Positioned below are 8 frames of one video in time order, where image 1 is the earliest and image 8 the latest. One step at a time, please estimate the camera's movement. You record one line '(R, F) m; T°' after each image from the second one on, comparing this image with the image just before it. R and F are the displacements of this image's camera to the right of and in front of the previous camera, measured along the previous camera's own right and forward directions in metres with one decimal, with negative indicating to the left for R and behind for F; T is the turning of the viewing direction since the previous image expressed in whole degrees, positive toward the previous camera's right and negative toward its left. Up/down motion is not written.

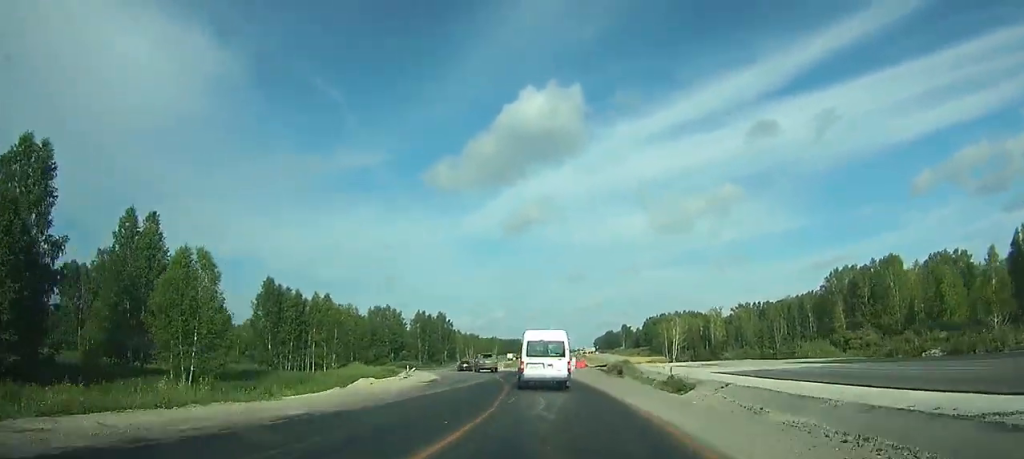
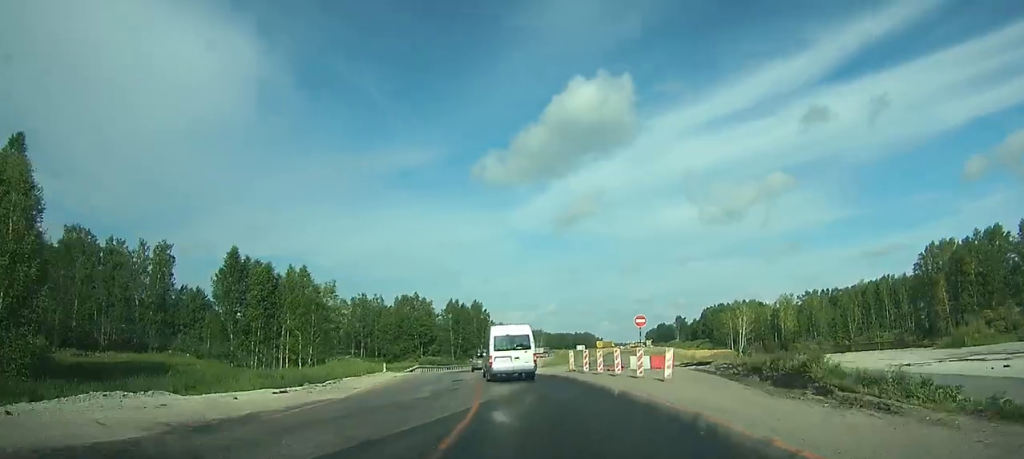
(-1.2, +24.5) m; -4°
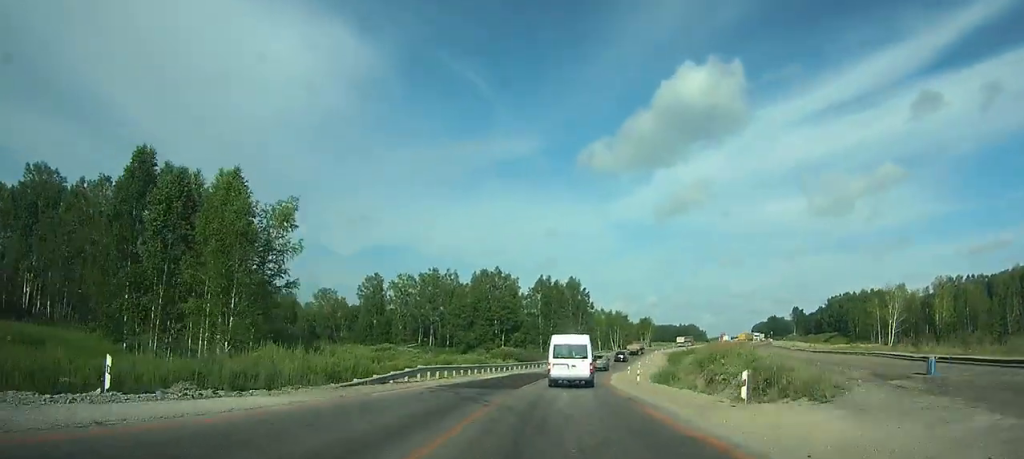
(-1.1, +37.9) m; -2°
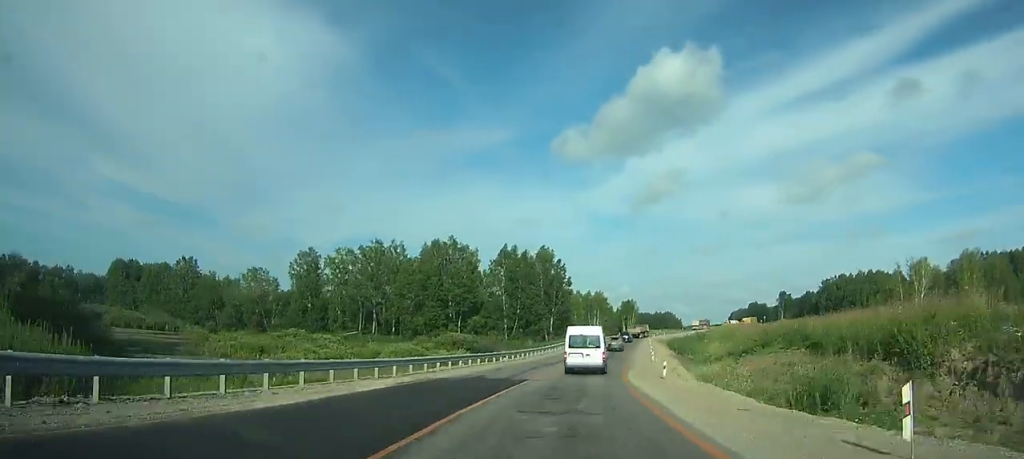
(-0.1, +29.1) m; +2°
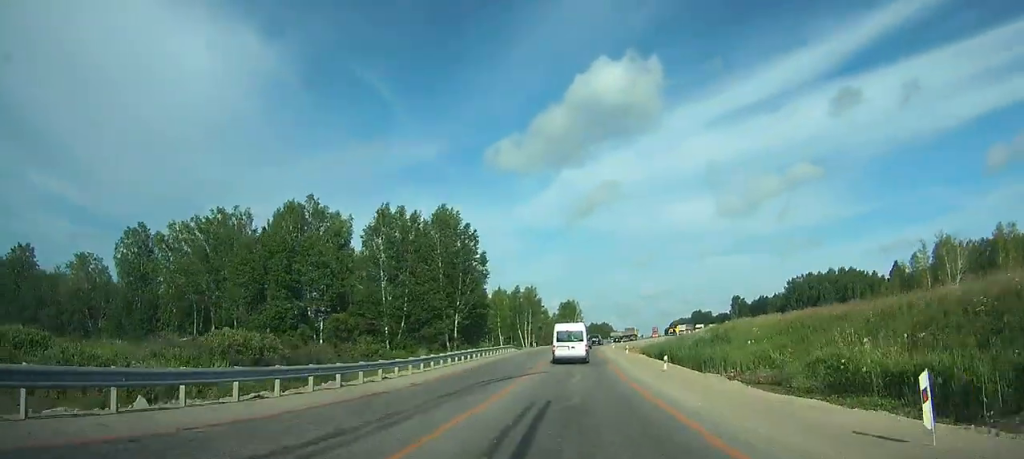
(+2.1, +41.4) m; +4°
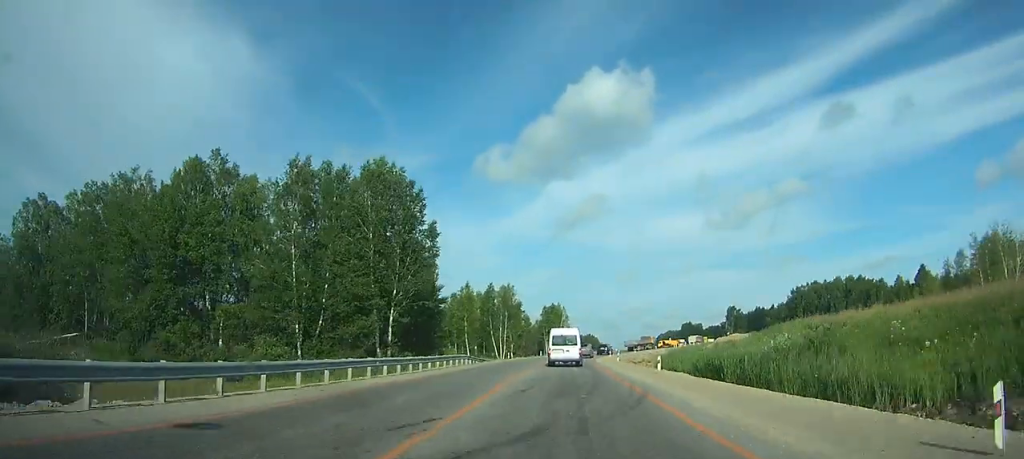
(0.0, +21.1) m; 0°
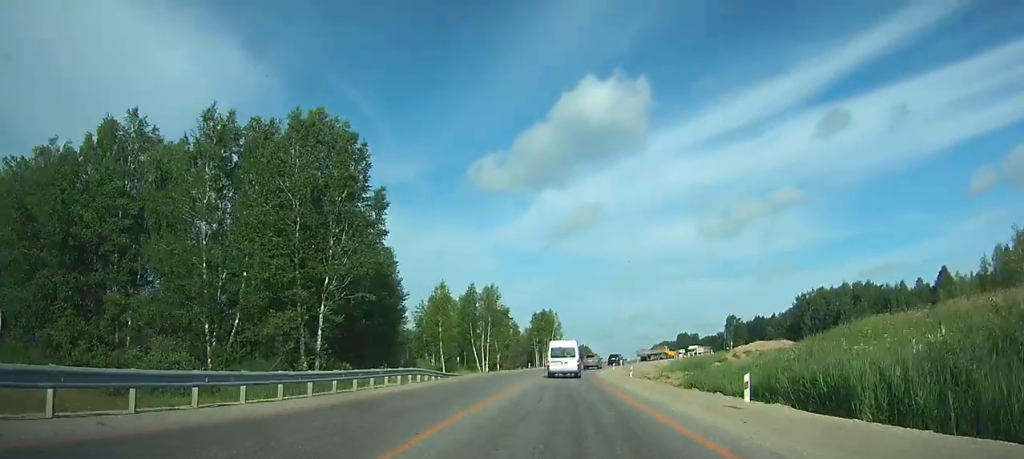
(0.0, +12.7) m; 0°
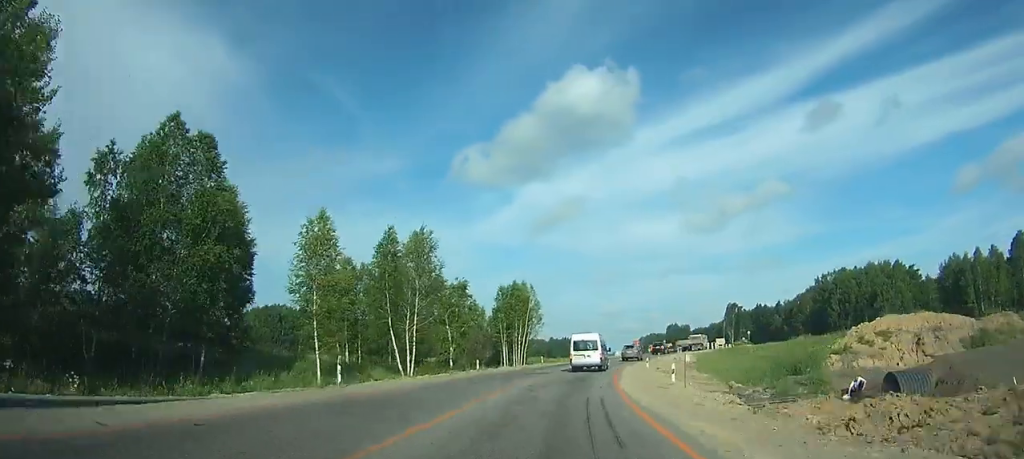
(+0.3, +31.3) m; +4°
